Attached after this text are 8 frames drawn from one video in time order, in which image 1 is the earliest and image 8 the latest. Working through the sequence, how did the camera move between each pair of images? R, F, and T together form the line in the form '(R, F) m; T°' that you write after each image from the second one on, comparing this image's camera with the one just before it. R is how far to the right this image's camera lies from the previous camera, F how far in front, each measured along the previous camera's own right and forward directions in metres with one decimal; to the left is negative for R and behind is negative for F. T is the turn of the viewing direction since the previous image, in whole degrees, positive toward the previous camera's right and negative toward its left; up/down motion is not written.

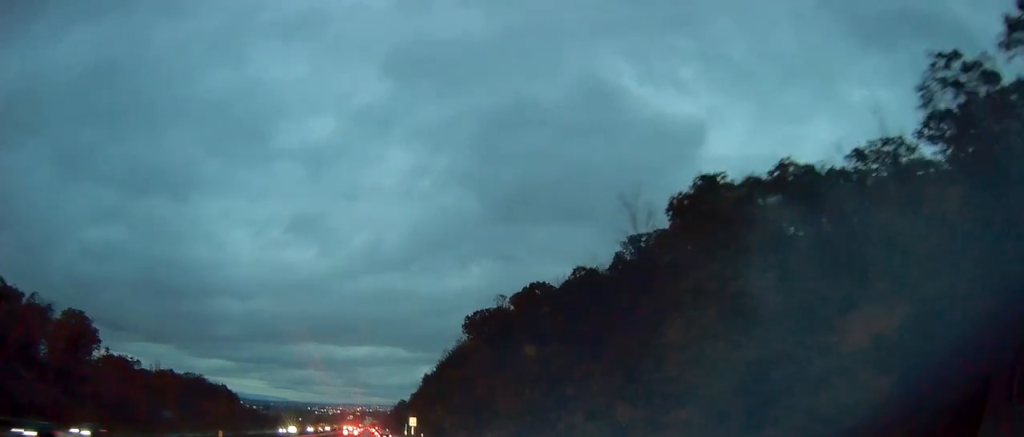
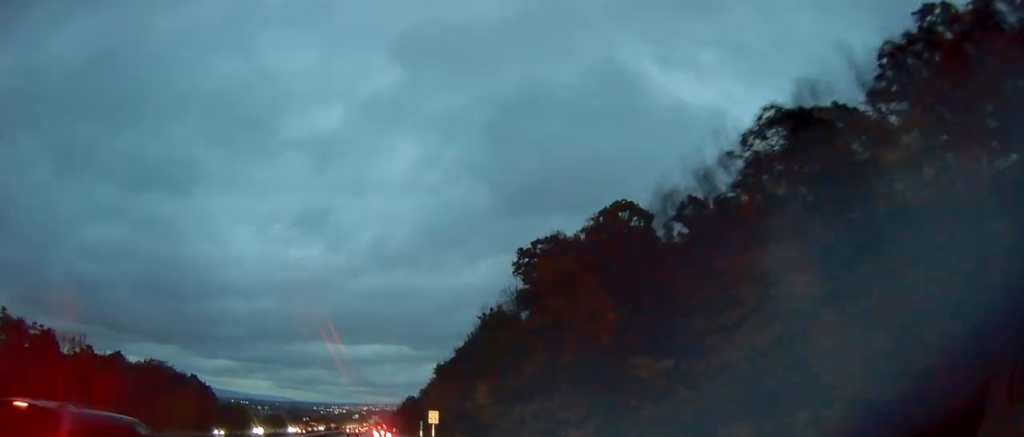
(-0.1, +38.3) m; 0°
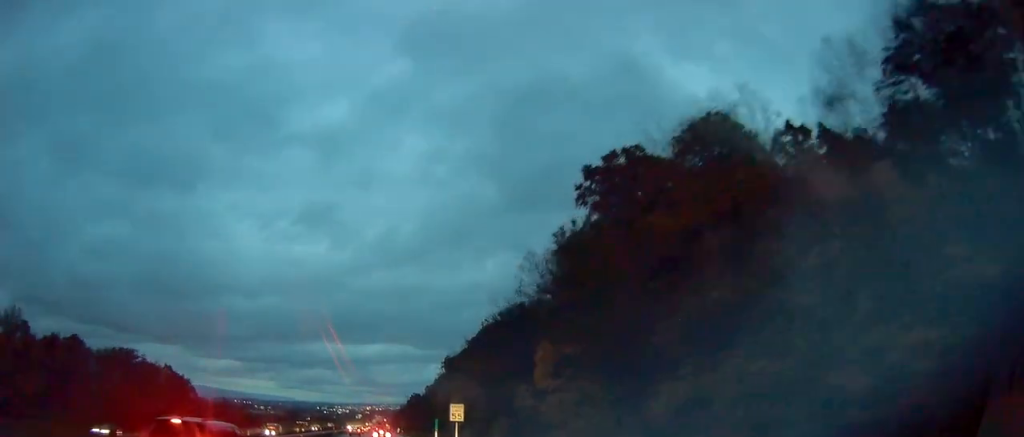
(0.0, +21.7) m; -1°
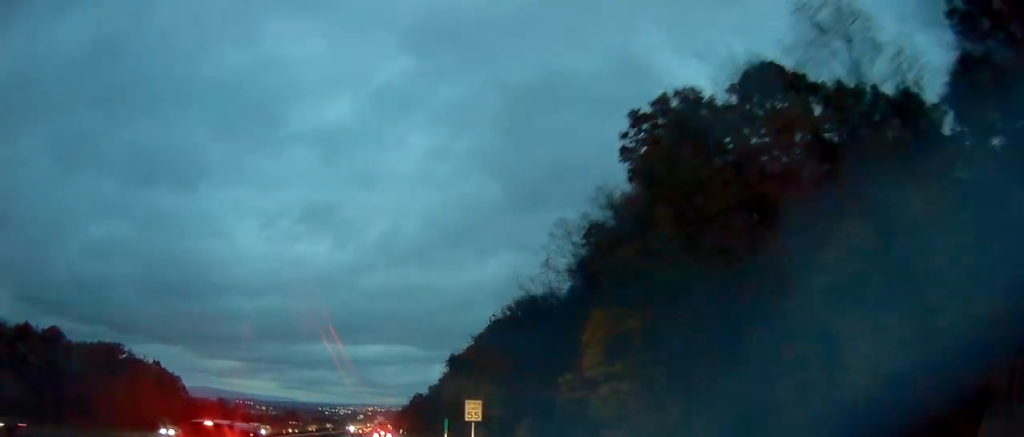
(-0.1, +8.9) m; 0°
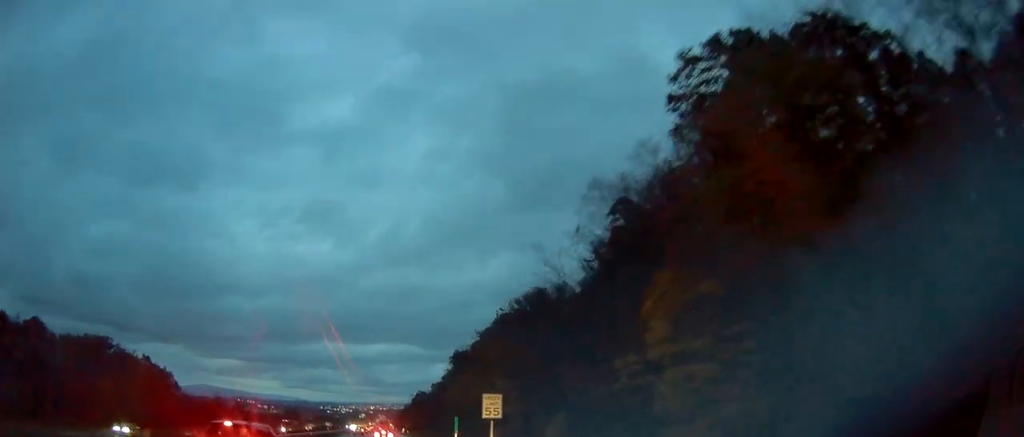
(-0.1, +7.7) m; 0°
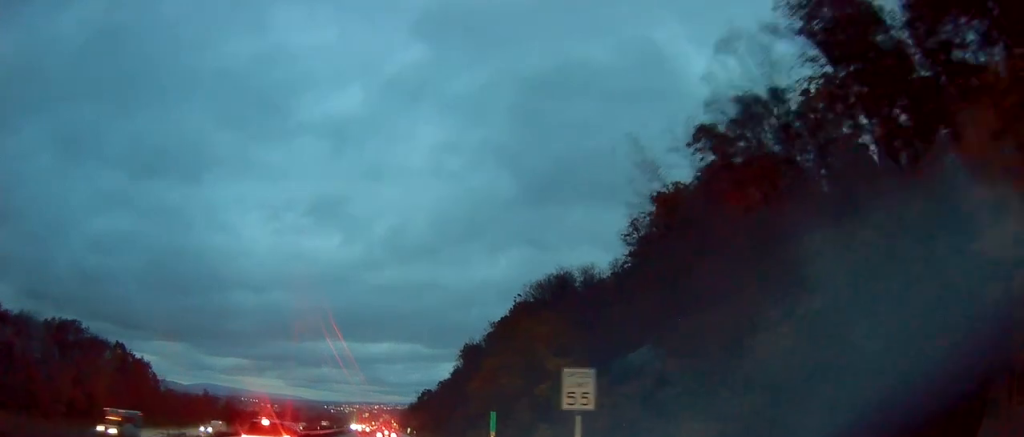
(+0.2, +16.1) m; 0°
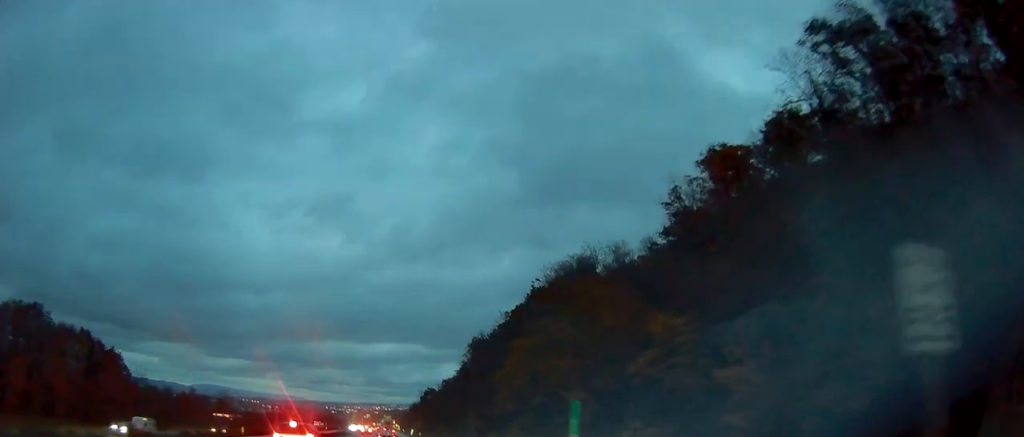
(0.0, +16.2) m; -1°
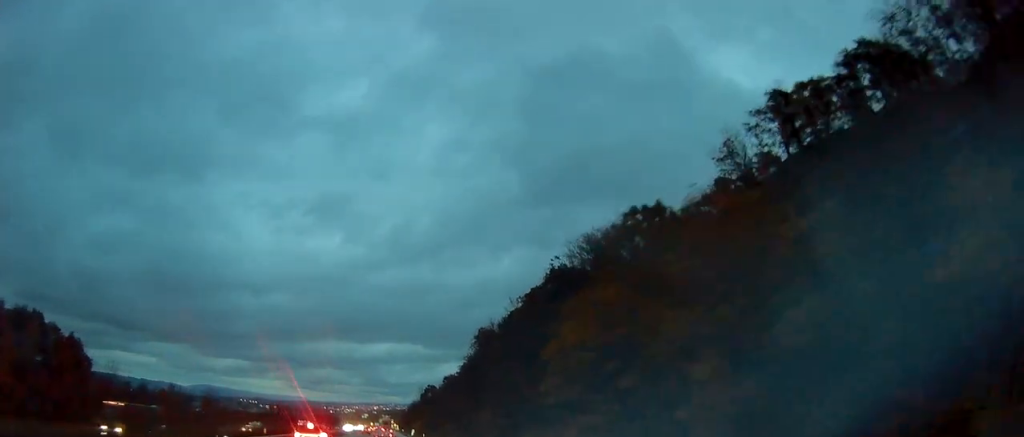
(-0.2, +17.1) m; 0°
